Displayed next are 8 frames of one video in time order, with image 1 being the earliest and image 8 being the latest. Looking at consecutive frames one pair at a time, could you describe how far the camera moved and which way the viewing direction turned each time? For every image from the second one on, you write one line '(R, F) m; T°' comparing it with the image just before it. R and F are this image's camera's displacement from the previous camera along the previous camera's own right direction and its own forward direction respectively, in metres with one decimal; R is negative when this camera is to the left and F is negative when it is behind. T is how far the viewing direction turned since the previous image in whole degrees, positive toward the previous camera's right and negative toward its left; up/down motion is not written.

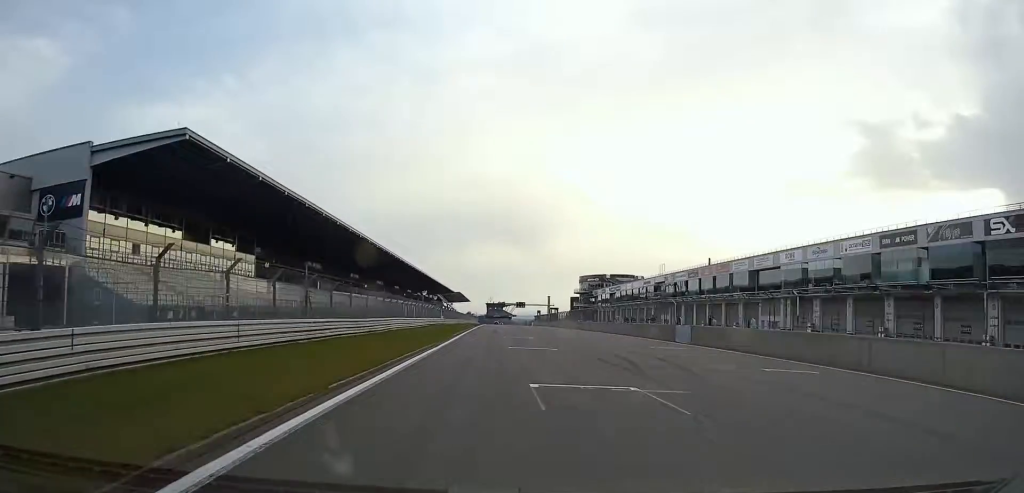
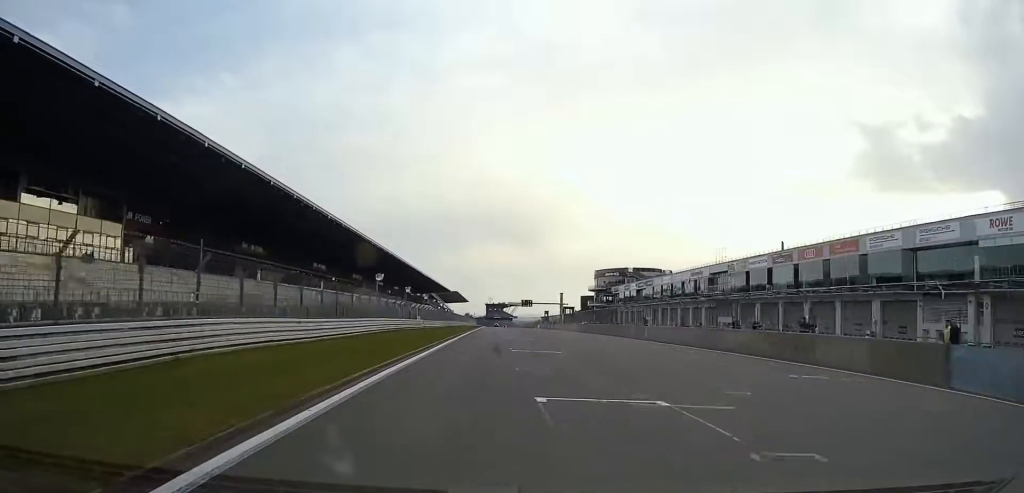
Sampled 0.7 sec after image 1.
(0.0, +33.7) m; 0°
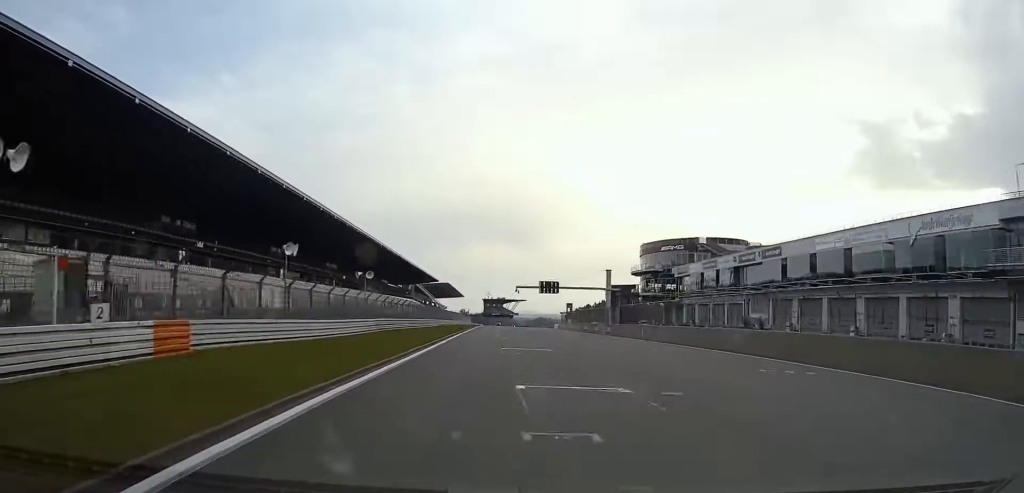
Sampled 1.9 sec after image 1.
(+0.3, +62.6) m; +1°
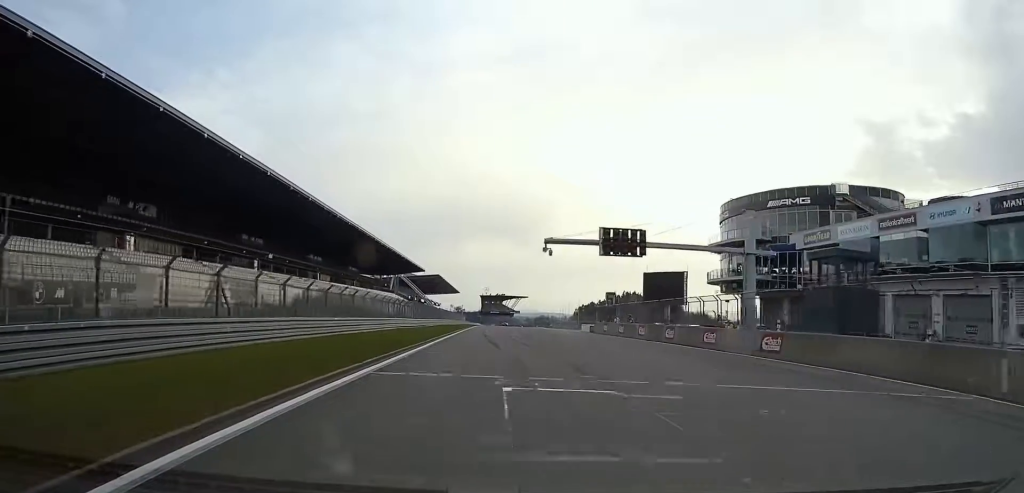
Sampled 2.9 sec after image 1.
(+0.3, +48.8) m; 0°
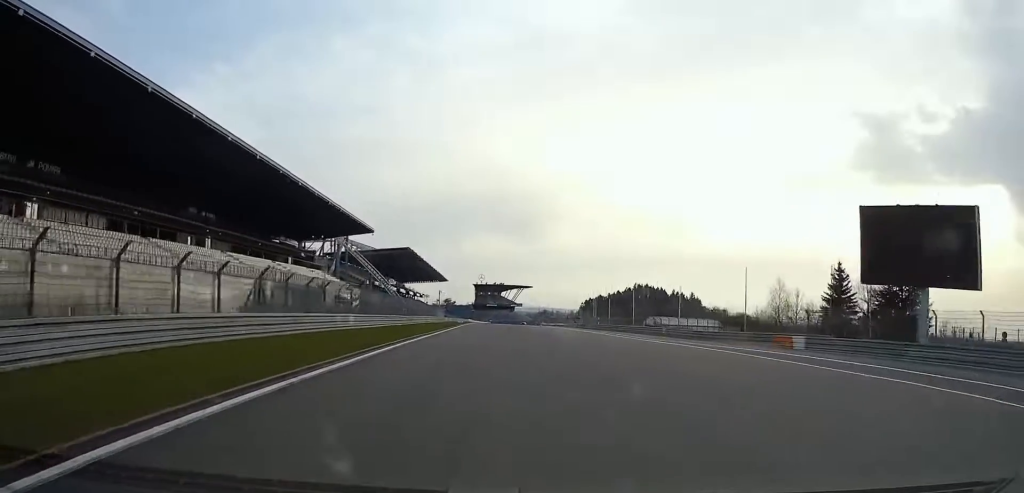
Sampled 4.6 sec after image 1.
(+0.4, +90.9) m; 0°
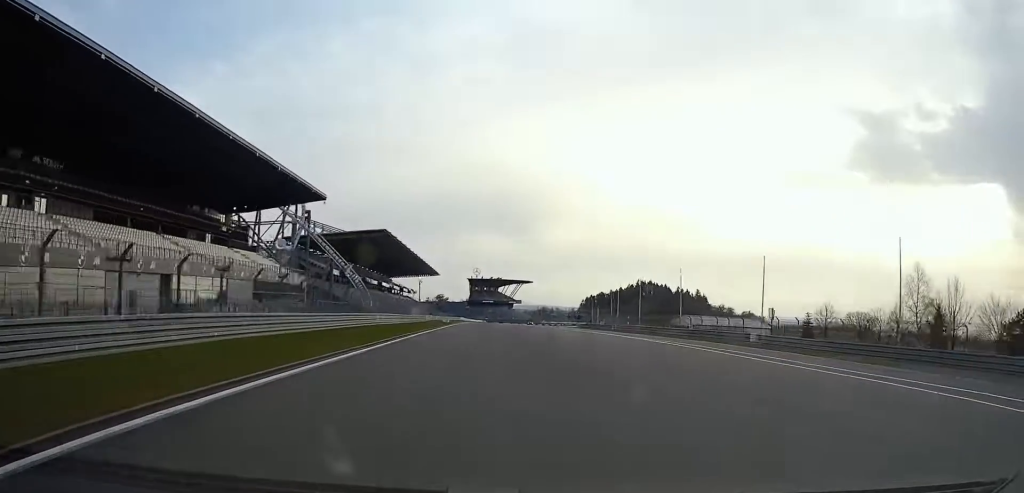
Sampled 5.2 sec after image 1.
(+0.2, +35.7) m; 0°
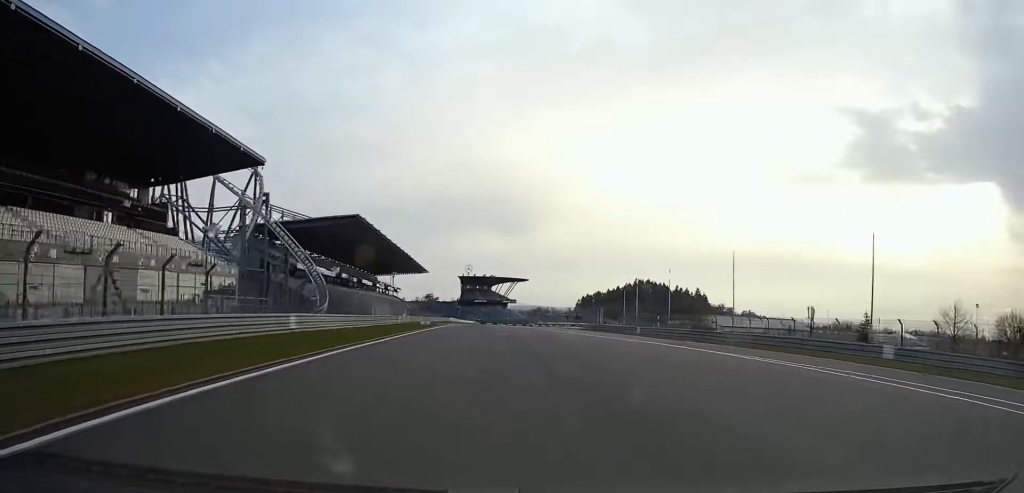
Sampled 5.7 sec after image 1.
(-0.2, +24.0) m; 0°
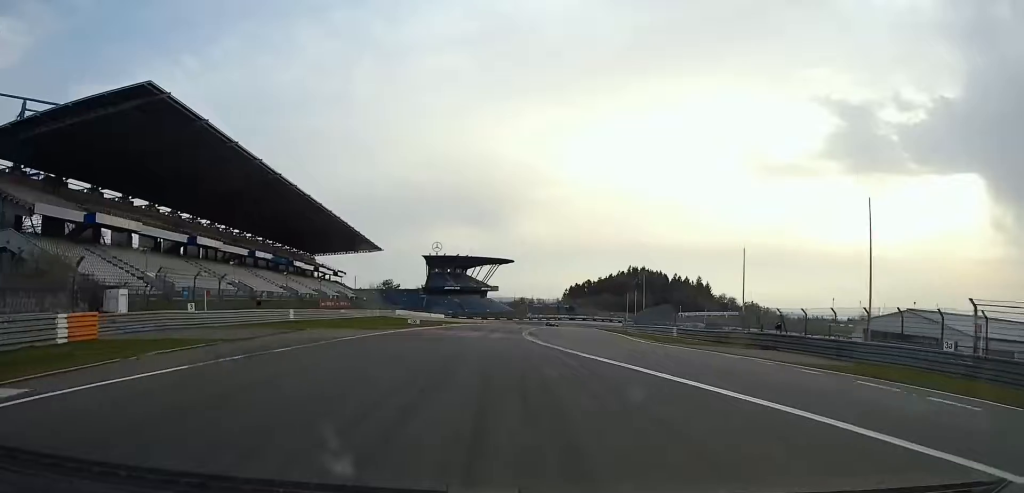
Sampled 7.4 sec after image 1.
(+0.7, +78.7) m; +1°
